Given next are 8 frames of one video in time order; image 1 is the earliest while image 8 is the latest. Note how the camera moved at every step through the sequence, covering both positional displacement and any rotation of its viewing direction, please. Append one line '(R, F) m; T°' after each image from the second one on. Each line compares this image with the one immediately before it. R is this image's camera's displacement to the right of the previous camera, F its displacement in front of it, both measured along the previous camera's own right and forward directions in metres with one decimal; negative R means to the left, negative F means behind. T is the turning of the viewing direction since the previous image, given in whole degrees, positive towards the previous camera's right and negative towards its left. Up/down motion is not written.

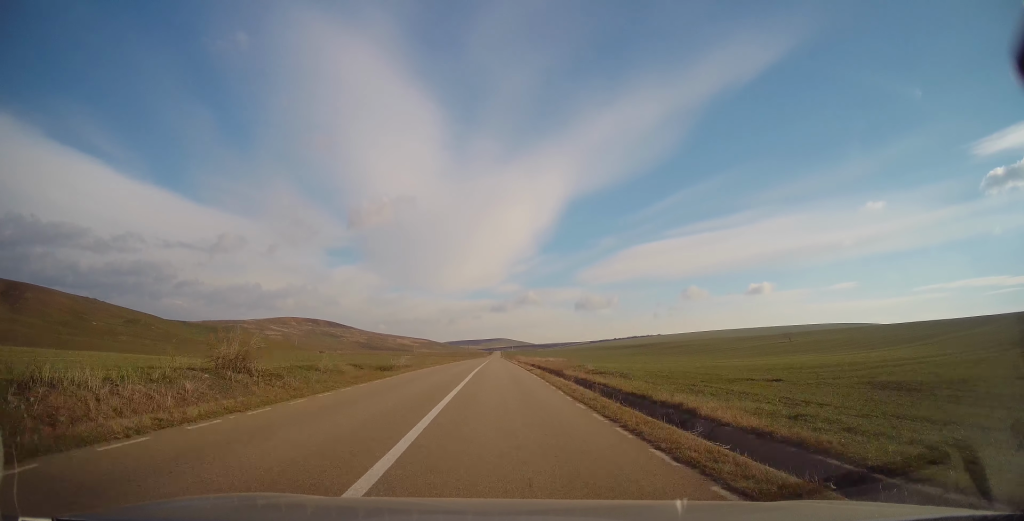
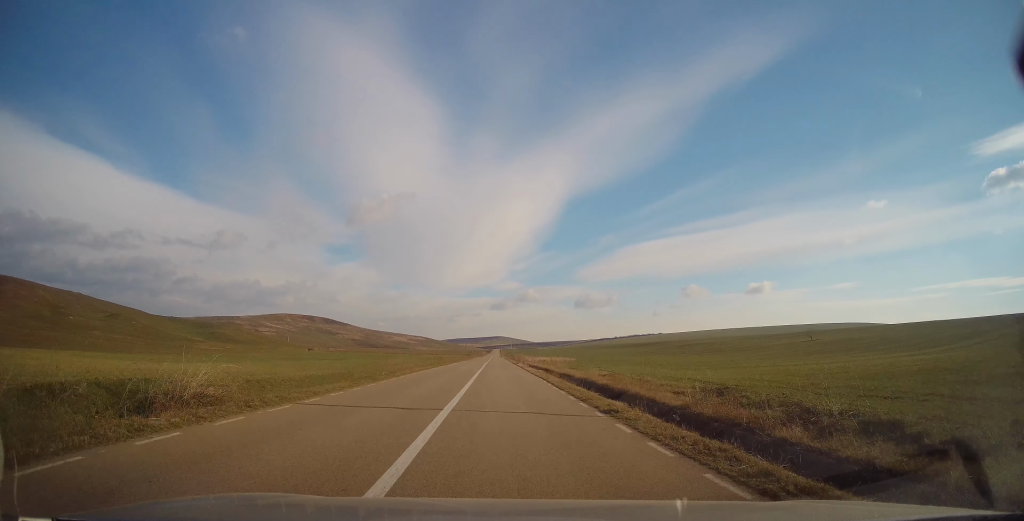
(-0.1, +23.5) m; 0°
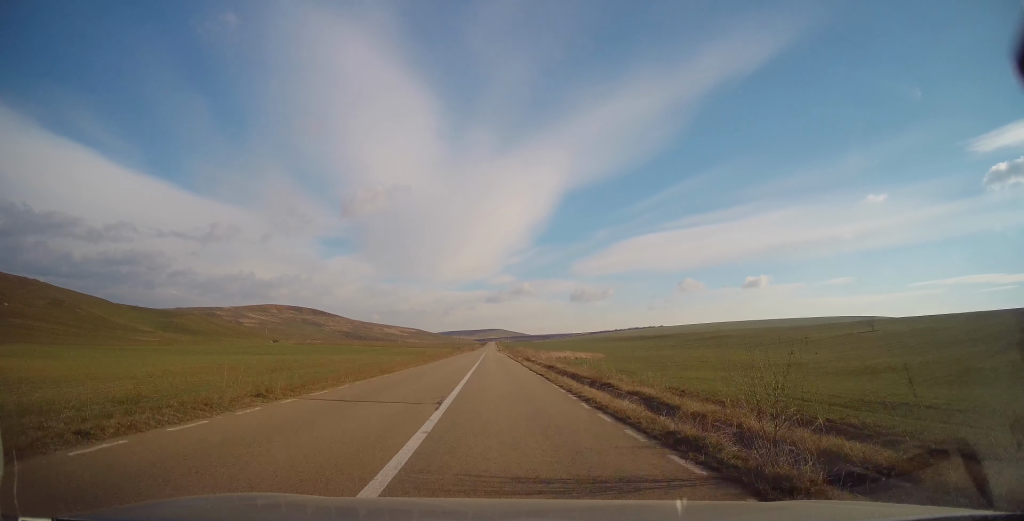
(-0.1, +55.0) m; 0°
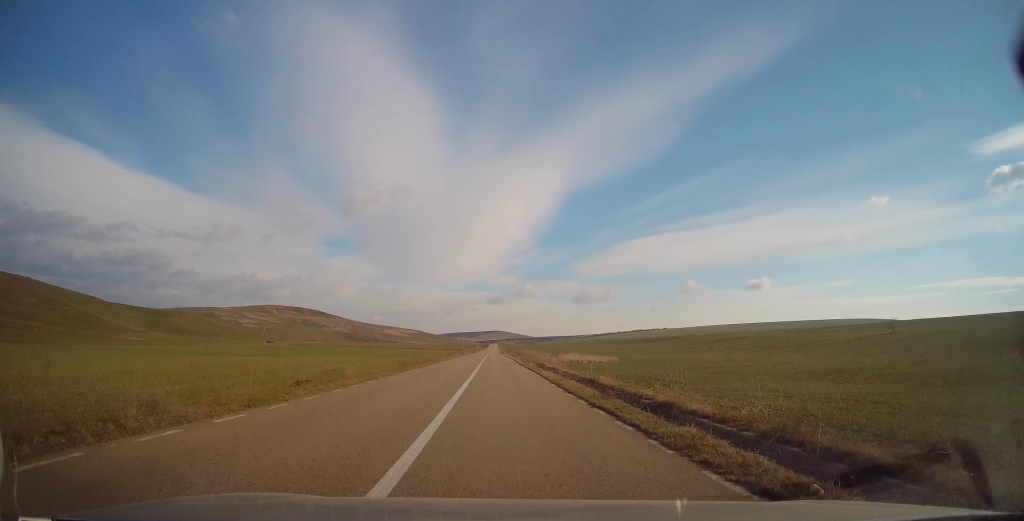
(0.0, +12.6) m; 0°
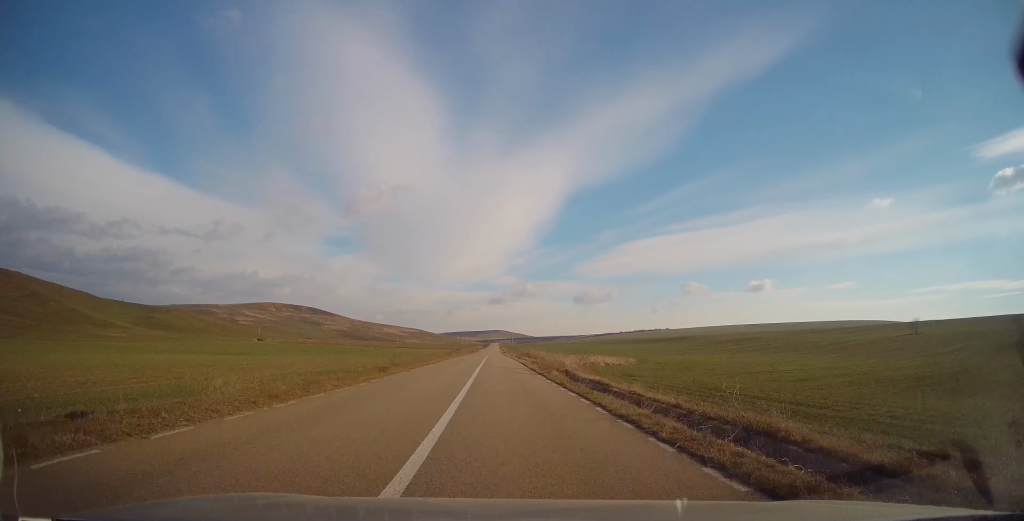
(-0.1, +13.0) m; 0°
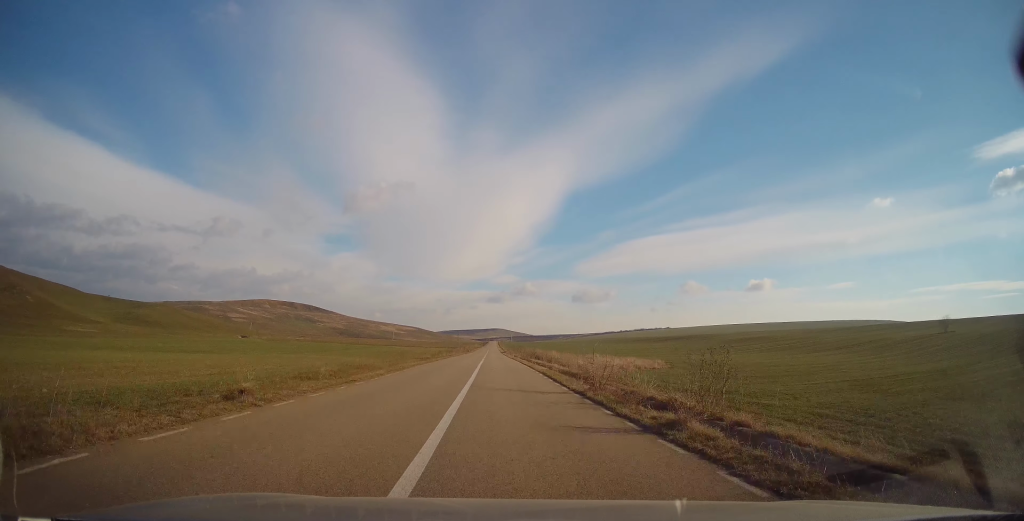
(+0.2, +17.9) m; 0°
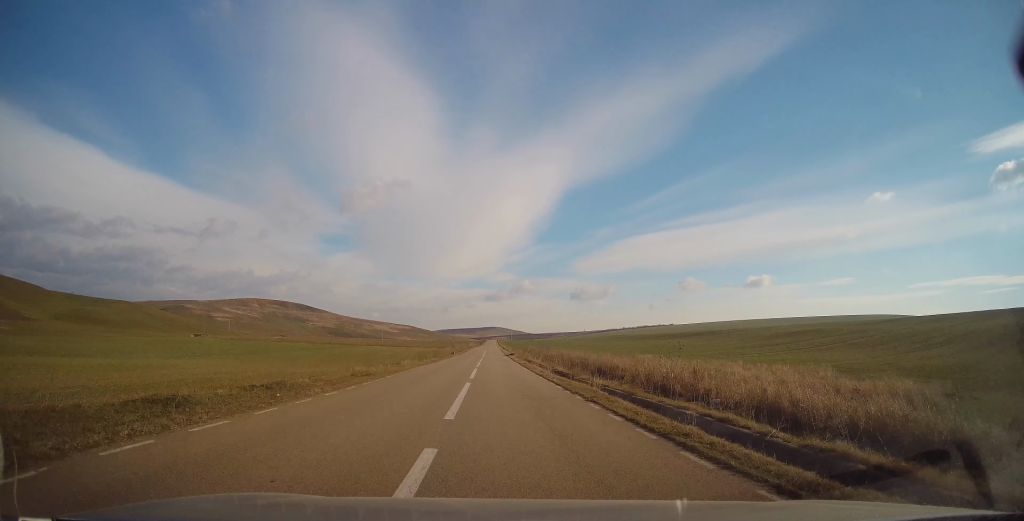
(-0.3, +47.5) m; 0°
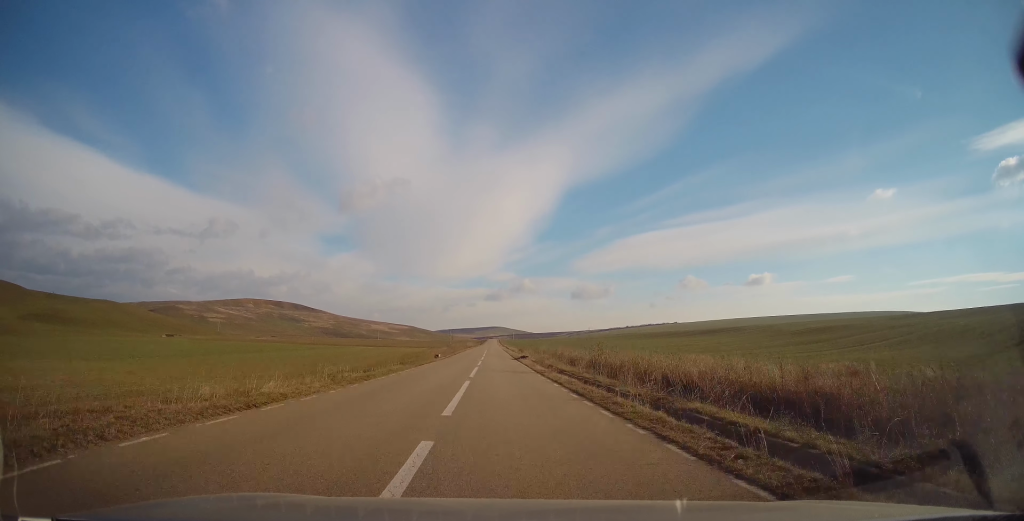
(+0.2, +23.7) m; 0°
